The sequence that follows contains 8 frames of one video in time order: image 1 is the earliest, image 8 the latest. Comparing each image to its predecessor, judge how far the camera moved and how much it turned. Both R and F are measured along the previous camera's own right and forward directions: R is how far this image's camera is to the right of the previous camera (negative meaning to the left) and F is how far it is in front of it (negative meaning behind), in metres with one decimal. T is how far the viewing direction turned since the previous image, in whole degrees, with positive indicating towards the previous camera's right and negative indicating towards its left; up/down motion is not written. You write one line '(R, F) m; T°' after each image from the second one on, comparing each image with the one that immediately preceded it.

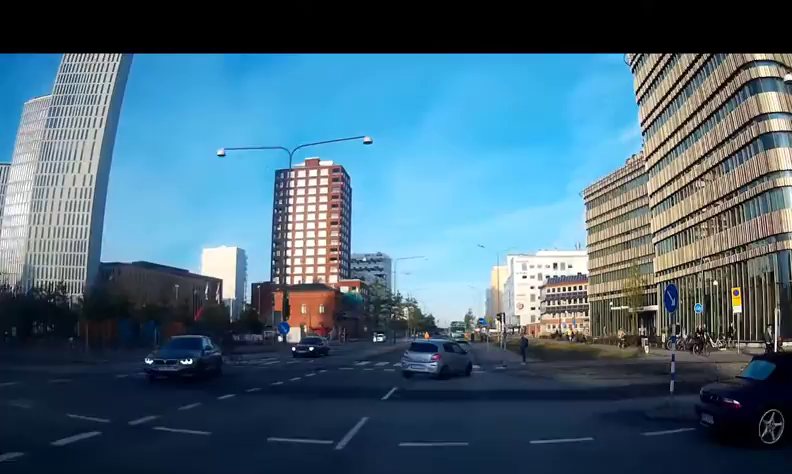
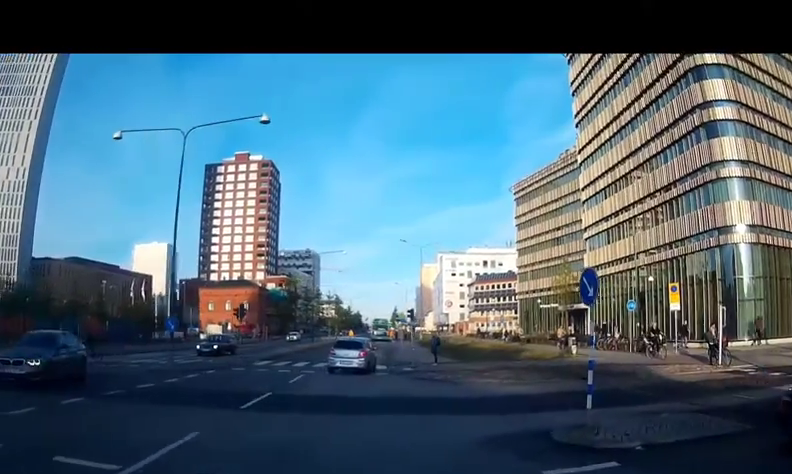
(+0.5, +2.0) m; +17°
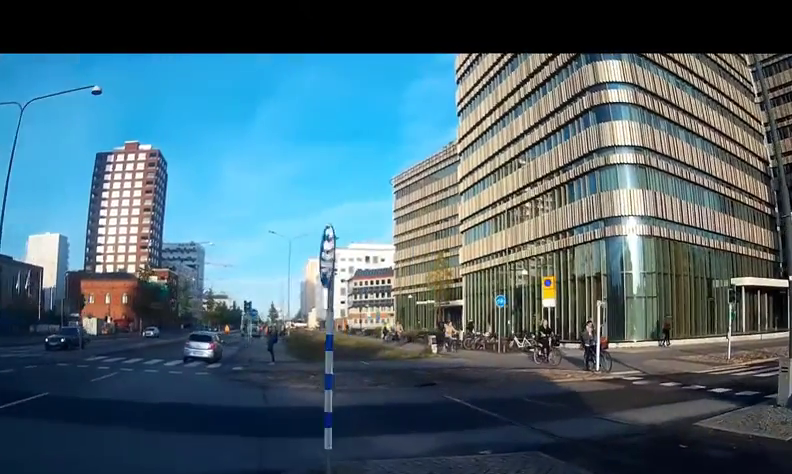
(+0.3, +2.9) m; +12°
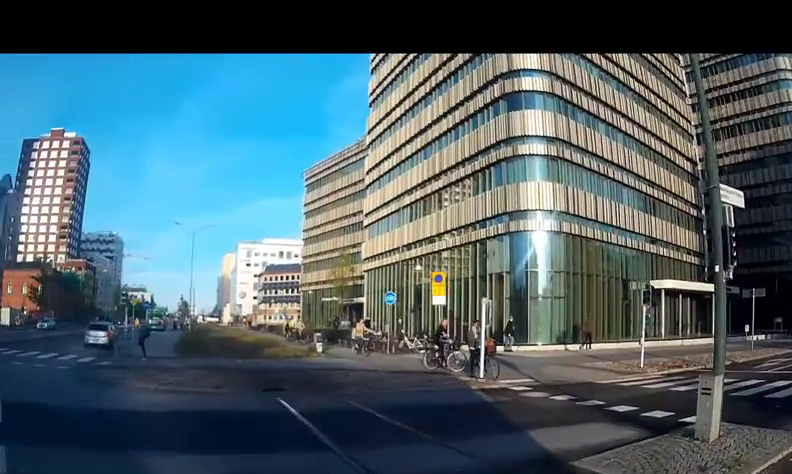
(0.0, +2.0) m; +8°
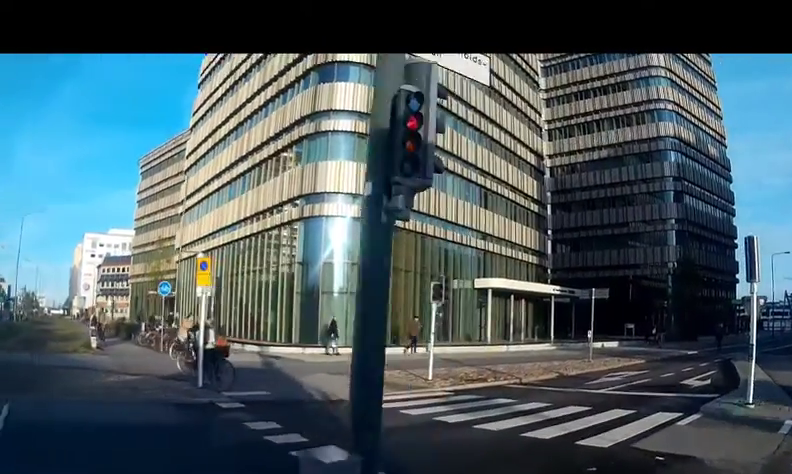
(+0.5, +3.6) m; +11°
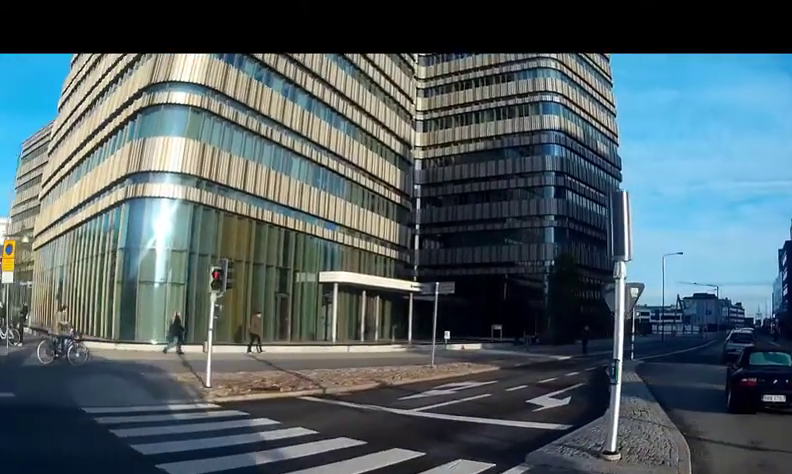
(0.0, +2.8) m; +5°
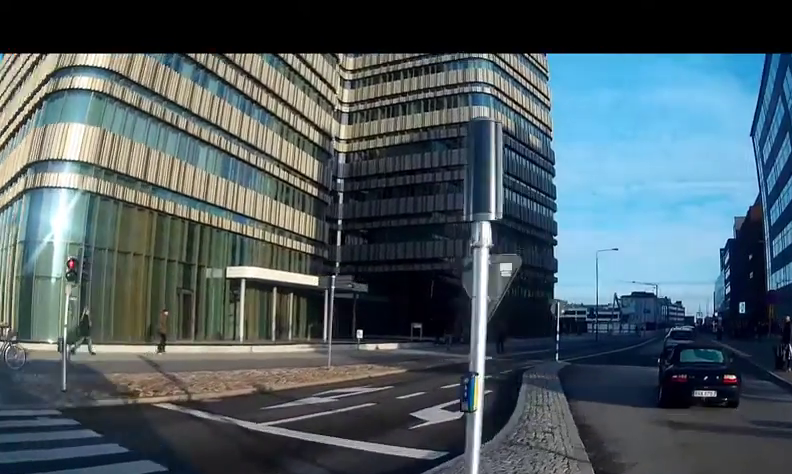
(+0.1, +1.8) m; +1°
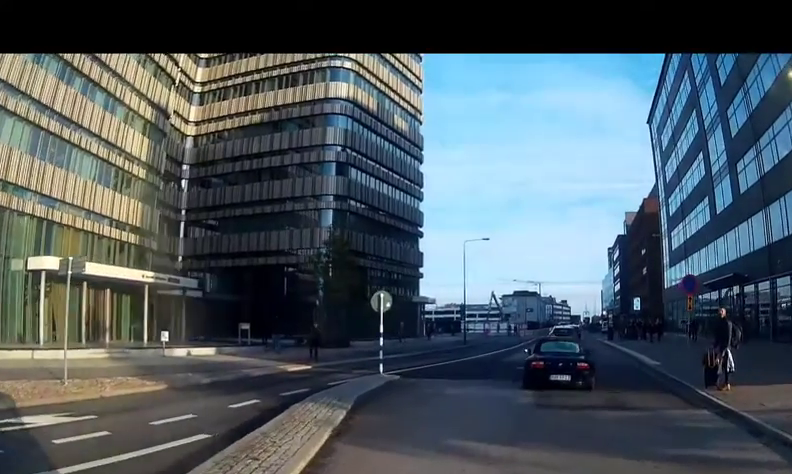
(+0.1, +5.8) m; +2°
